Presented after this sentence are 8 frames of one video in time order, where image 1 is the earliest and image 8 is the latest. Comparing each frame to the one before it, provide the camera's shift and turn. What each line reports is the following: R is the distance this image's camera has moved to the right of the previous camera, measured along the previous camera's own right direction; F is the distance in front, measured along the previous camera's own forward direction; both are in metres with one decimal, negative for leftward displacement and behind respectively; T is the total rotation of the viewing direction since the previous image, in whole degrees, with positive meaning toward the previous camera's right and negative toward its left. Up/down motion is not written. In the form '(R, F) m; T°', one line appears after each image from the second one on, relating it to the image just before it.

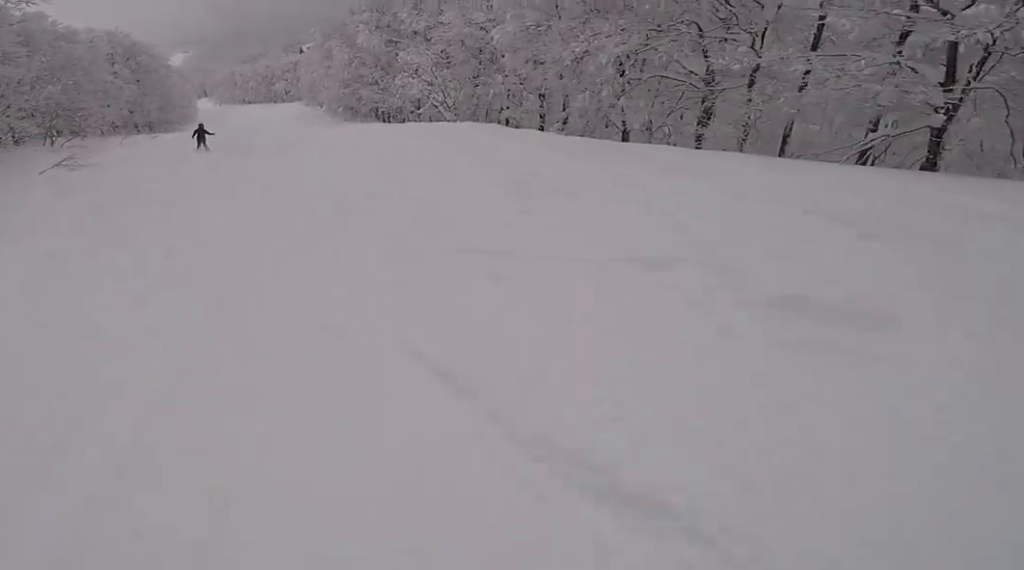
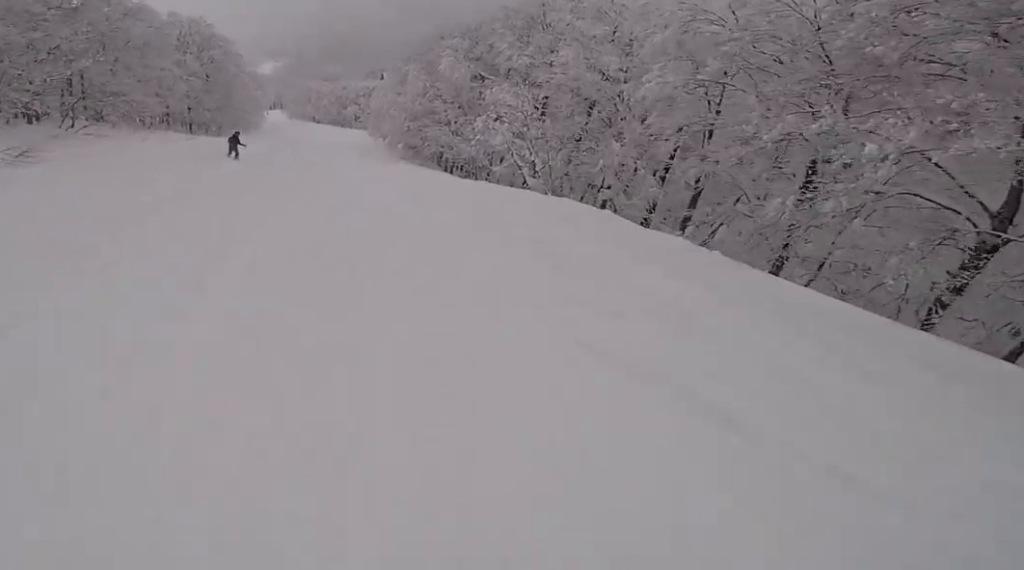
(0.0, +6.0) m; -10°
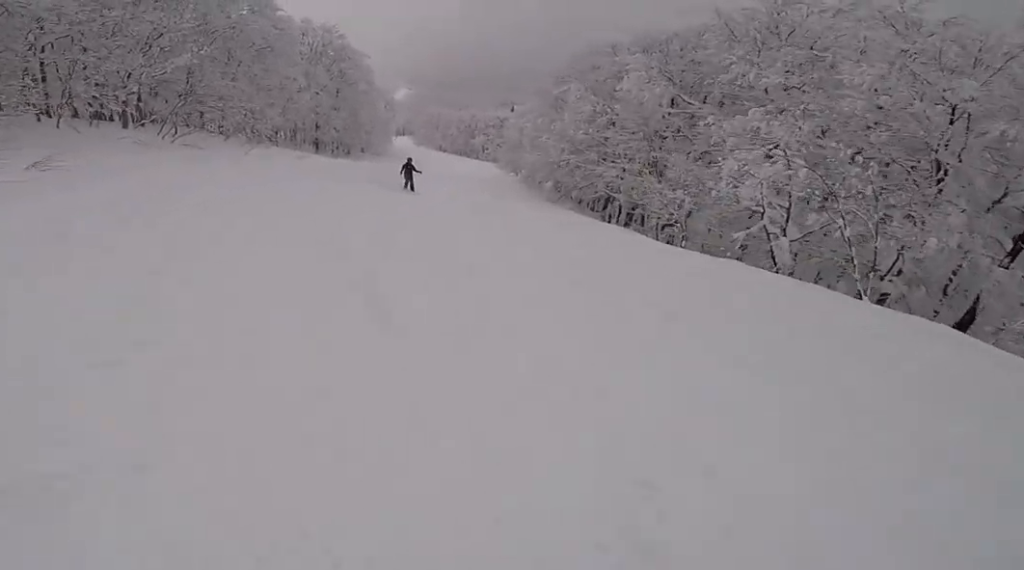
(-1.2, +6.3) m; -10°
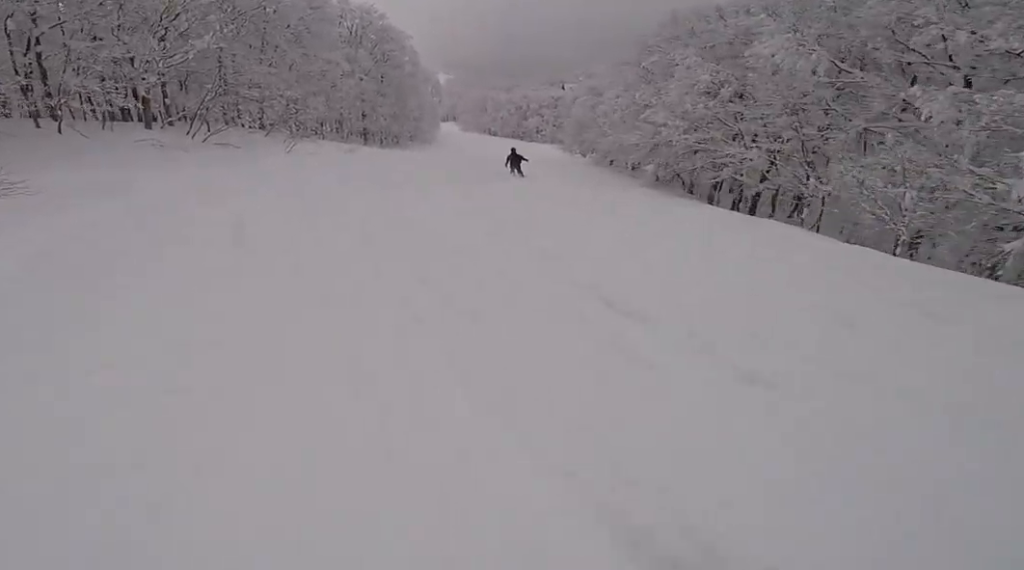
(-0.2, +4.1) m; +1°
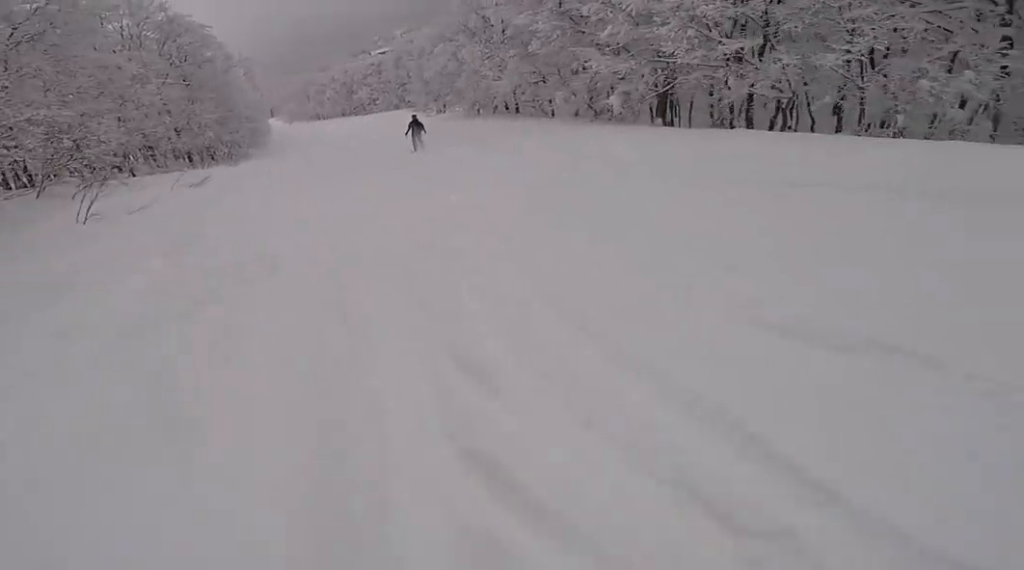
(+1.3, +9.5) m; +22°
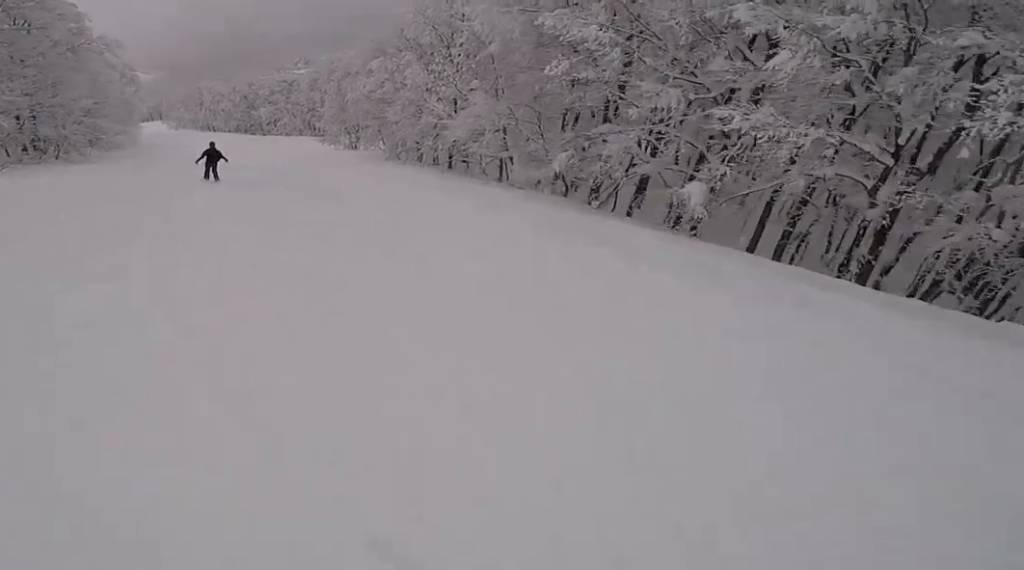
(+2.3, +9.4) m; +3°
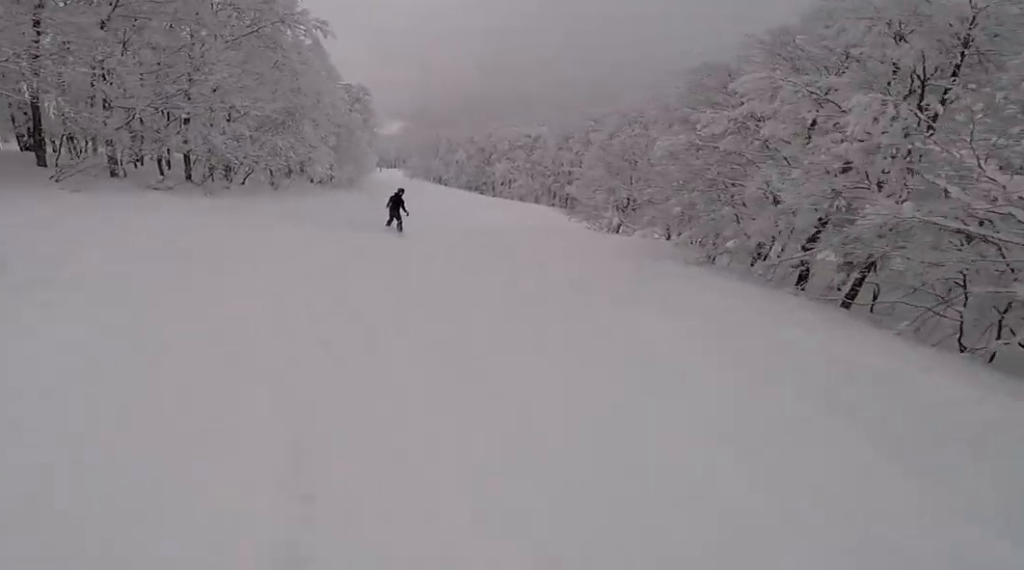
(-3.6, +12.8) m; -16°
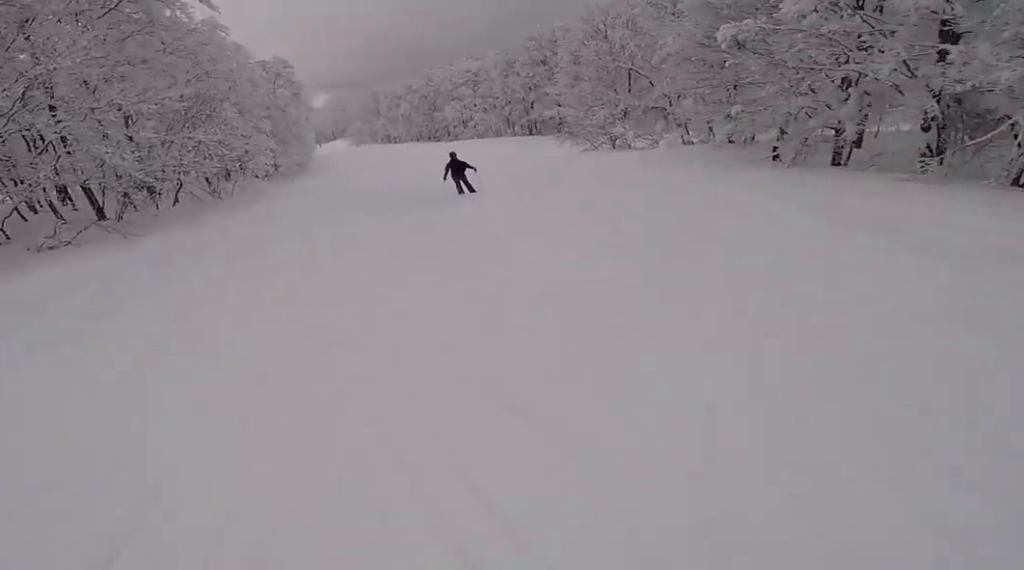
(0.0, +5.7) m; +3°
